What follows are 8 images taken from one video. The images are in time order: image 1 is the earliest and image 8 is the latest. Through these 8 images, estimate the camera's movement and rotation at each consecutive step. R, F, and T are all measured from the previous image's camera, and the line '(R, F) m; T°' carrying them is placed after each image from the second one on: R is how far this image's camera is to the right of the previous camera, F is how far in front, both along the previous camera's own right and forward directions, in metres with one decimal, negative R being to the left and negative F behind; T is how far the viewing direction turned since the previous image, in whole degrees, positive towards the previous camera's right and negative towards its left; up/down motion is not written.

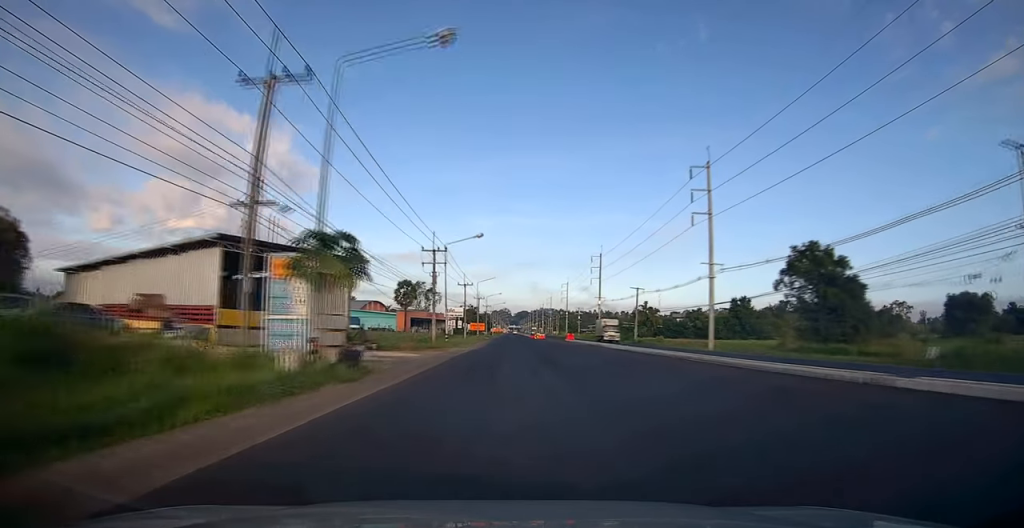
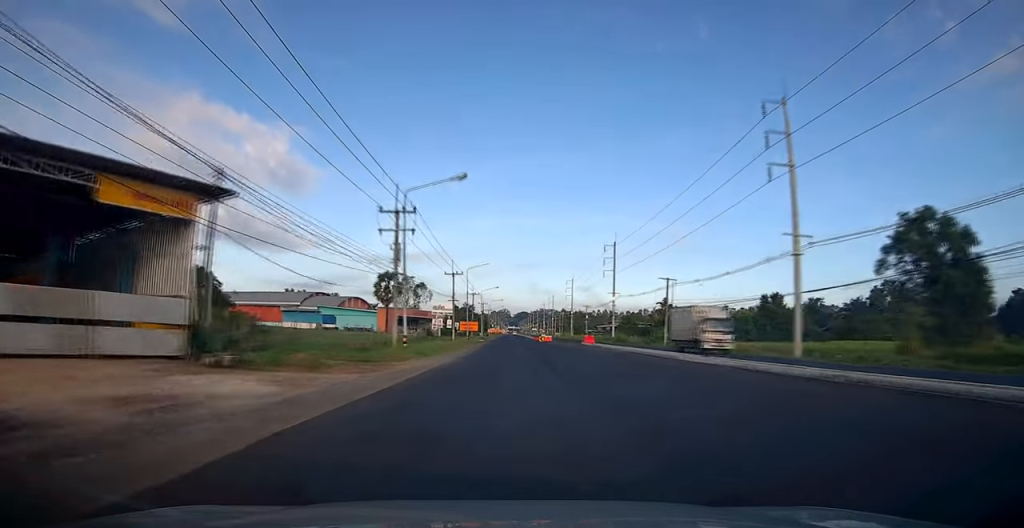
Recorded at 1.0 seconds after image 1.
(0.0, +18.5) m; 0°
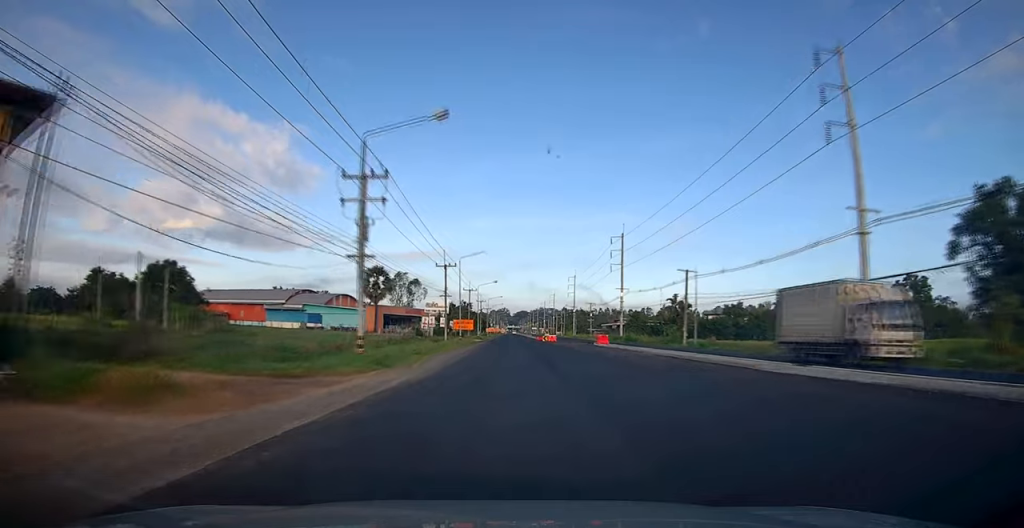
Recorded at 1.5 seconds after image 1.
(+0.2, +8.6) m; 0°
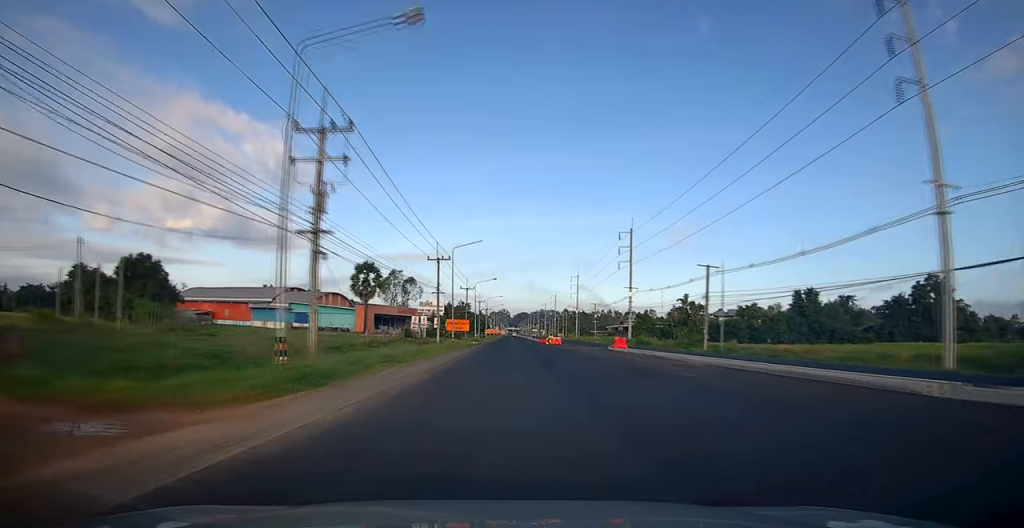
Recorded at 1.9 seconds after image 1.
(-0.1, +7.3) m; 0°
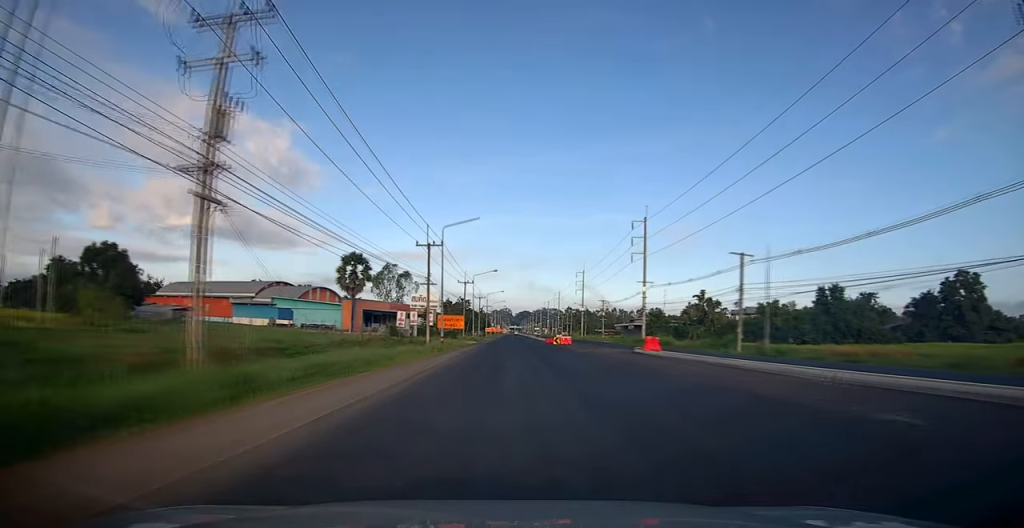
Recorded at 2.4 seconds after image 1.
(-0.1, +8.8) m; 0°
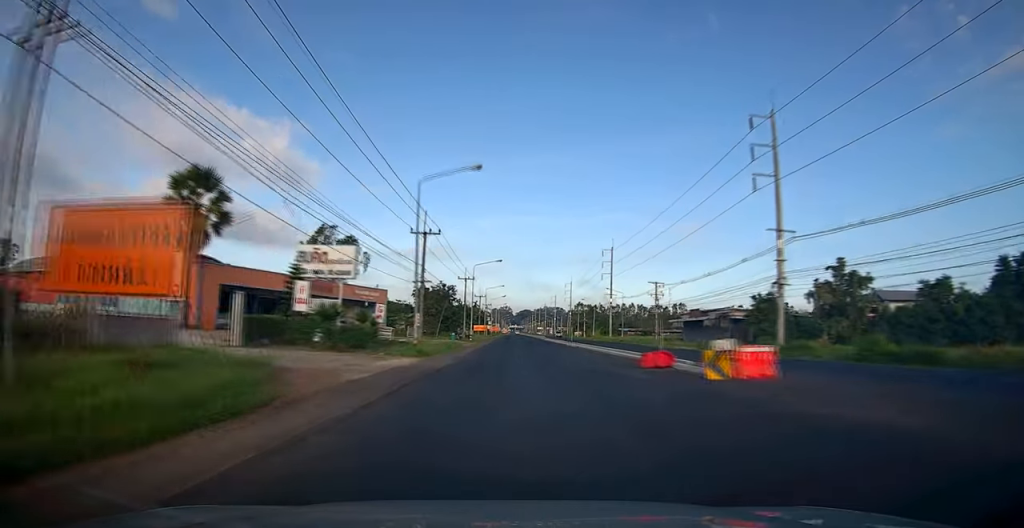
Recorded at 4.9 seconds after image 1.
(-0.3, +45.6) m; 0°
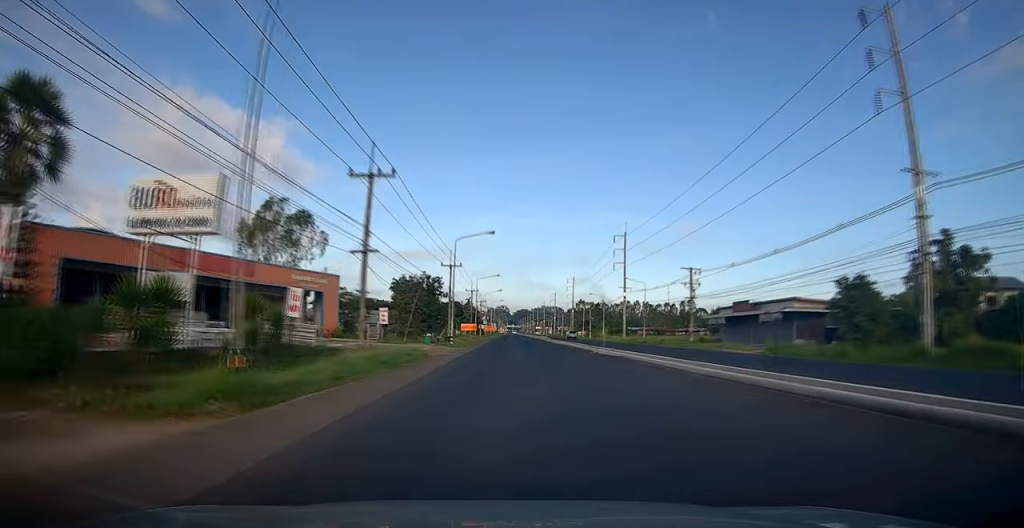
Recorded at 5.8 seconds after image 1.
(+0.2, +17.5) m; +1°
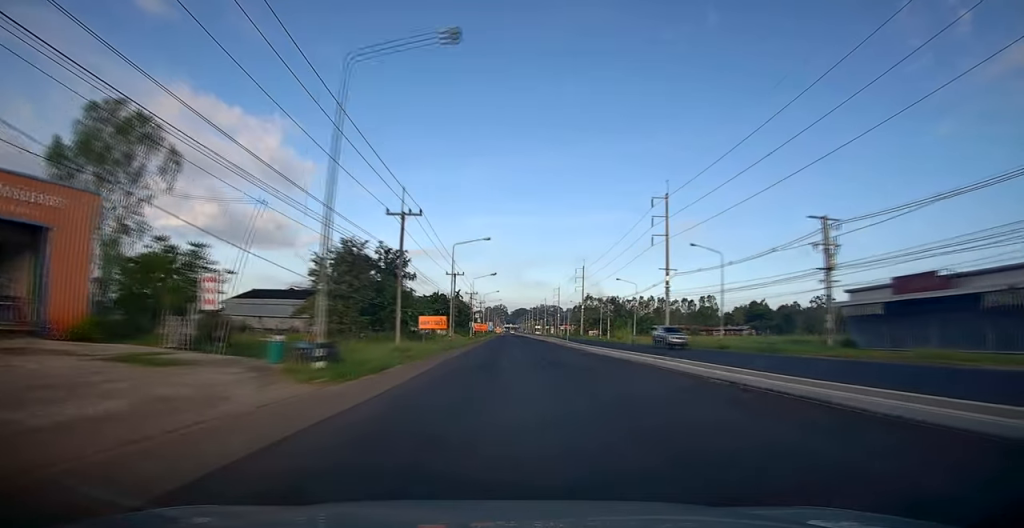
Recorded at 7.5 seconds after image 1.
(+0.1, +29.8) m; -1°
